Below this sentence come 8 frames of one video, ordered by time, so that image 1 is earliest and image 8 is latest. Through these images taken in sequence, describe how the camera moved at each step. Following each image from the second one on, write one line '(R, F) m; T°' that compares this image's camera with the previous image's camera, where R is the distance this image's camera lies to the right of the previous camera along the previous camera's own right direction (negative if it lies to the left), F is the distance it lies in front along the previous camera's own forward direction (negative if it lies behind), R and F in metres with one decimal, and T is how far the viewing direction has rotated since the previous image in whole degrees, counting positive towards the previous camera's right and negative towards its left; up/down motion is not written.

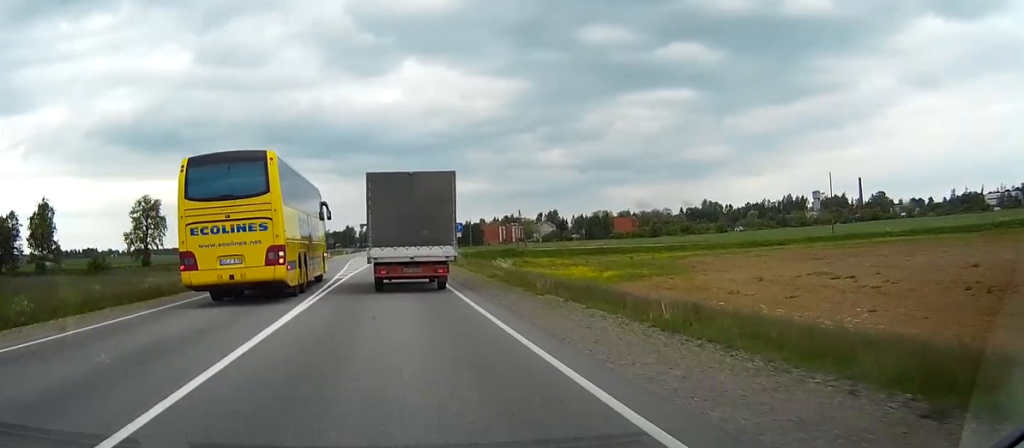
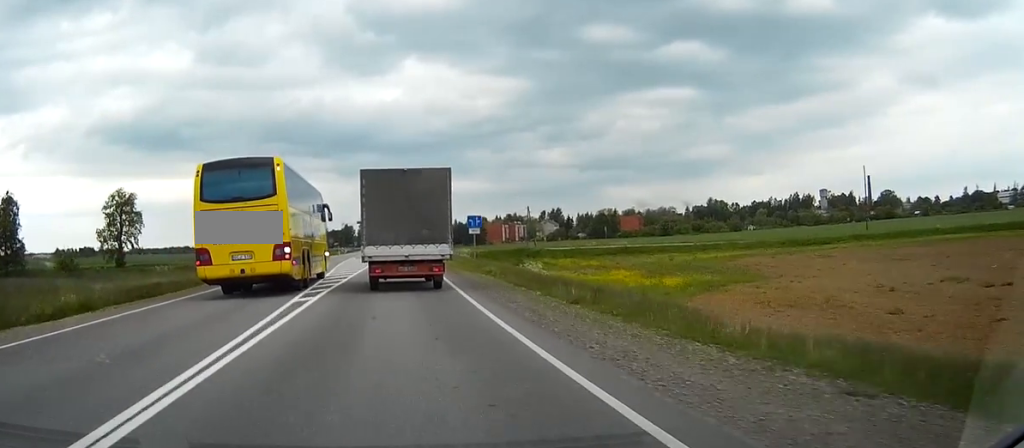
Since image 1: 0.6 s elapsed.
(0.0, +13.6) m; 0°
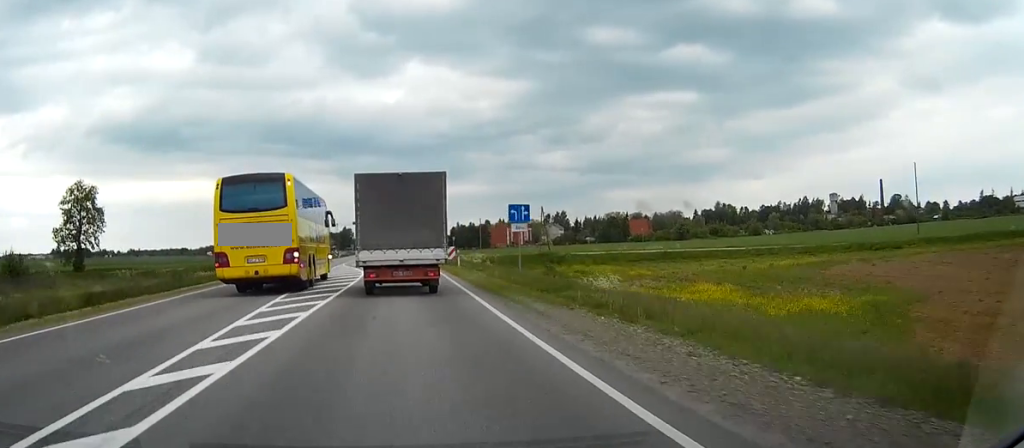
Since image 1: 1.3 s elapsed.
(0.0, +17.6) m; 0°
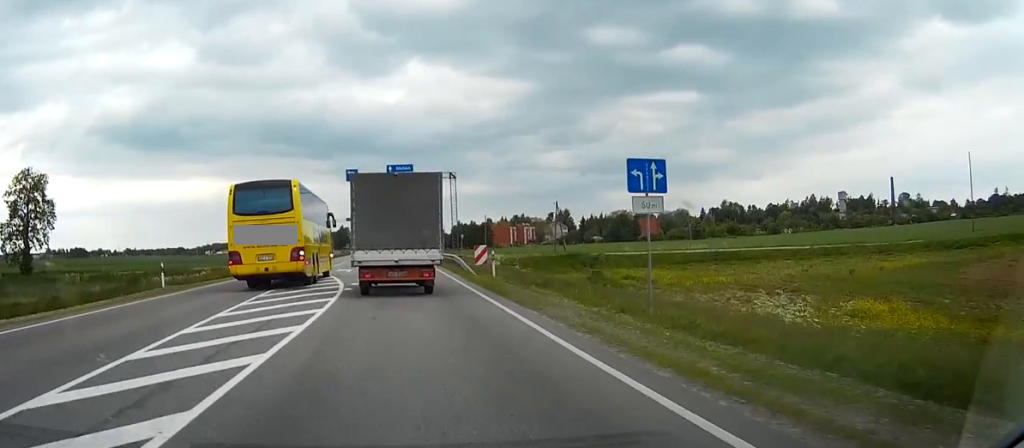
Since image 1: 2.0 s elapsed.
(0.0, +16.8) m; 0°
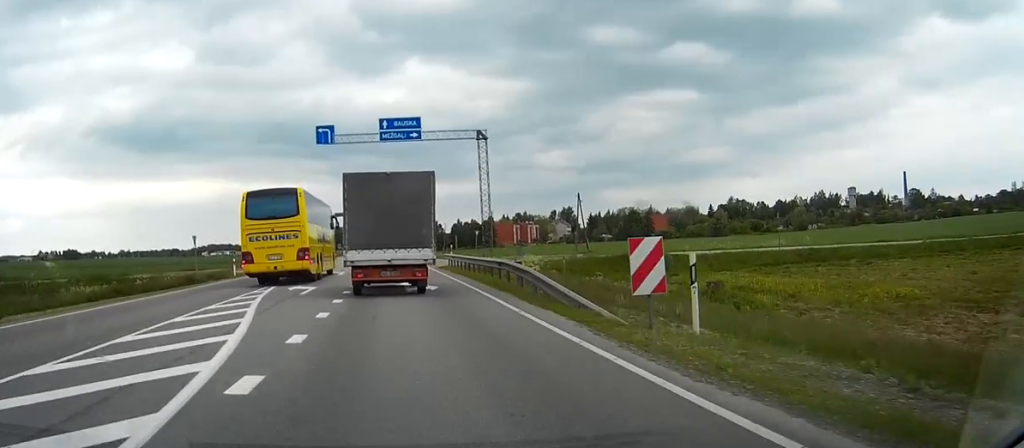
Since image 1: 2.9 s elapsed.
(0.0, +20.9) m; 0°
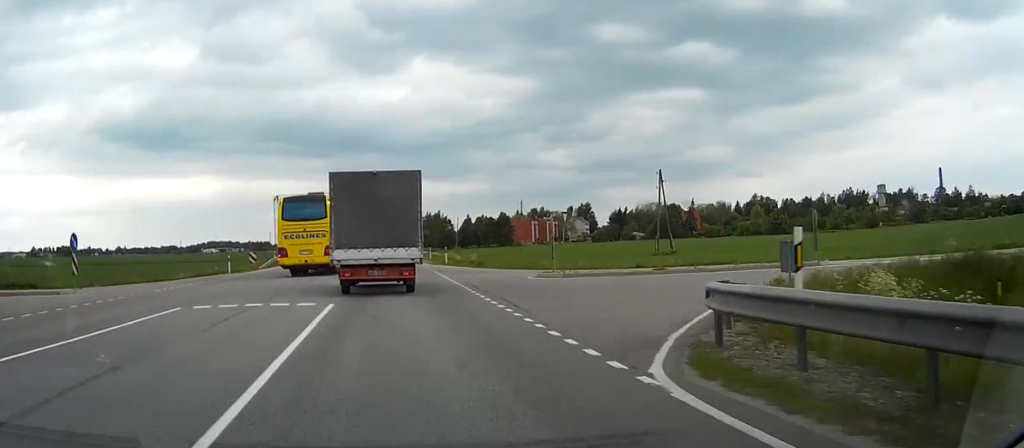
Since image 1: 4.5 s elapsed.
(-0.1, +40.8) m; 0°
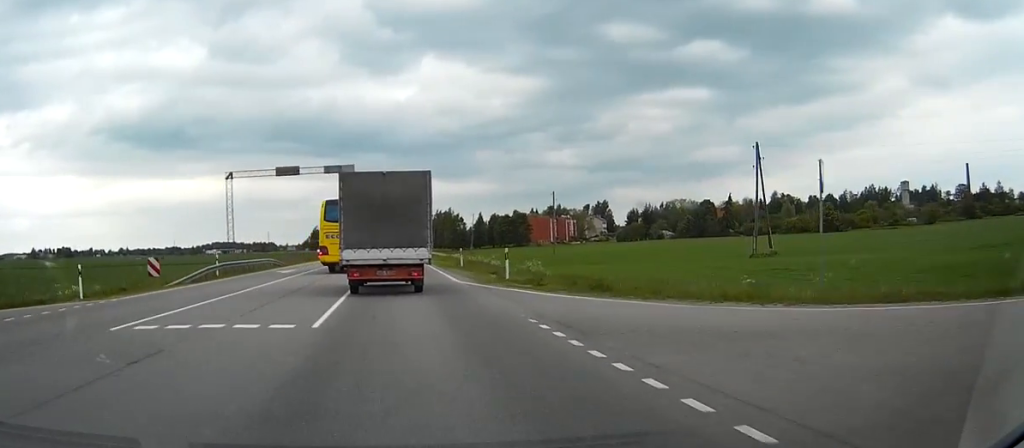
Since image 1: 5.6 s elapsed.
(-0.1, +25.4) m; 0°
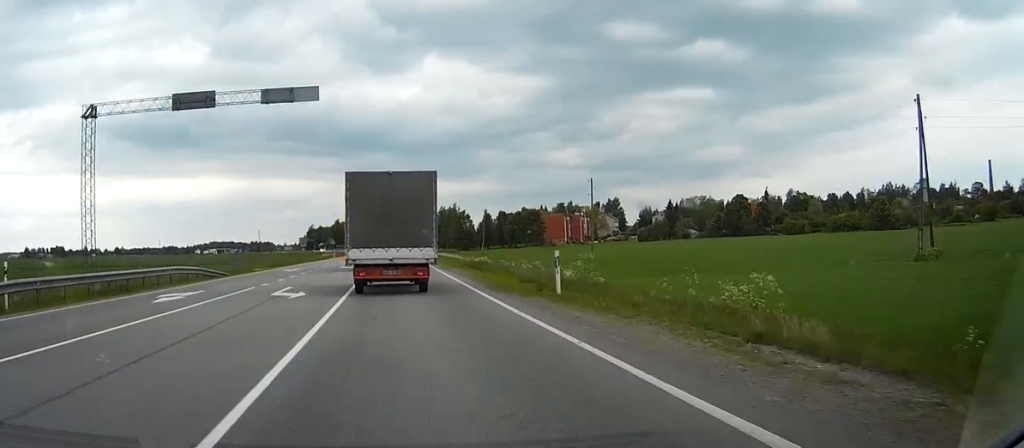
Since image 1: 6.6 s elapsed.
(-0.1, +25.6) m; 0°
